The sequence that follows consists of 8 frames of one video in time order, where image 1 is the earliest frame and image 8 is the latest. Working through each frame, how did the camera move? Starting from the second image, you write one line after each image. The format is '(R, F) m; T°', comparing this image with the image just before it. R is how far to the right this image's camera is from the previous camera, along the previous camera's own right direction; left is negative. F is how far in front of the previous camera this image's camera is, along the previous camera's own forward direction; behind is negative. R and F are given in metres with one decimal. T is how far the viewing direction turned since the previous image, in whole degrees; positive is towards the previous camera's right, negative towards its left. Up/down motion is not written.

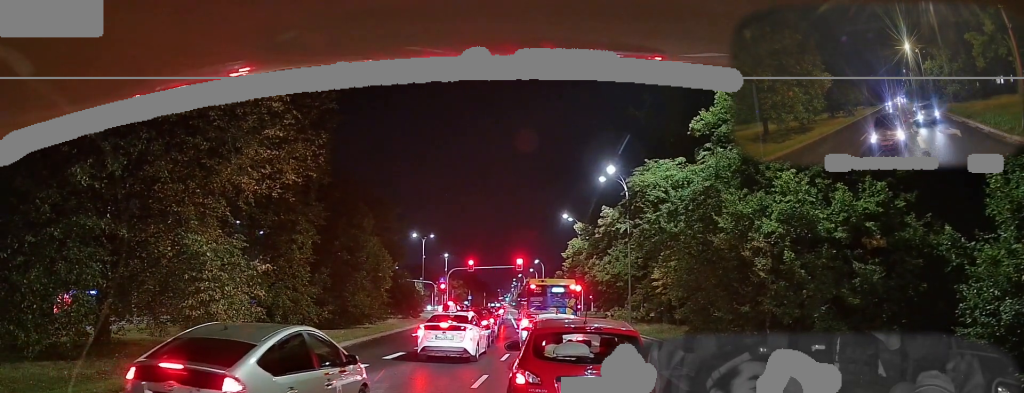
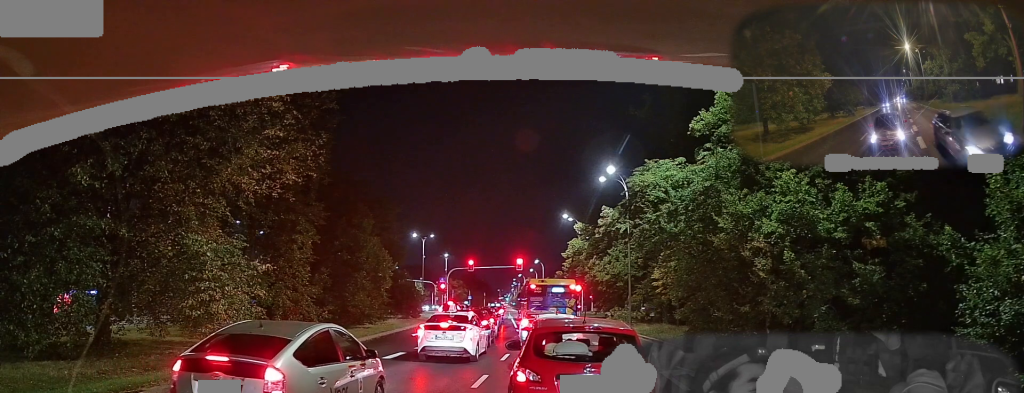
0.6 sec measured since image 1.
(0.0, 0.0) m; 0°
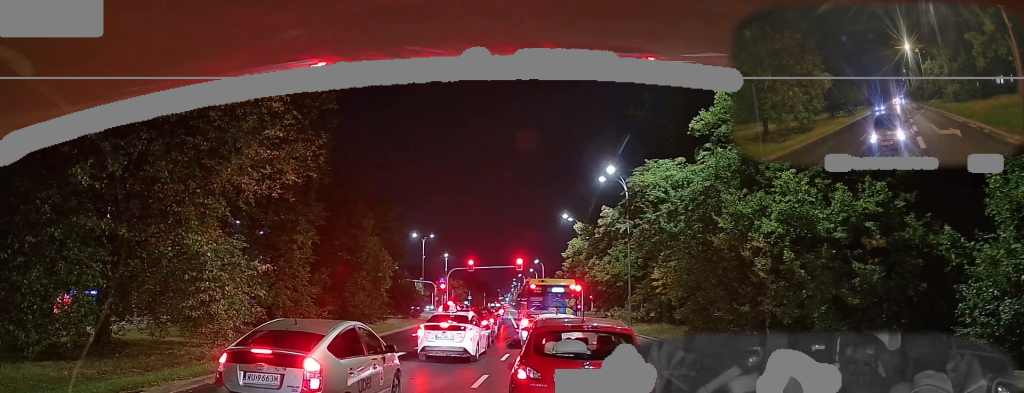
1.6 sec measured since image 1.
(0.0, 0.0) m; 0°
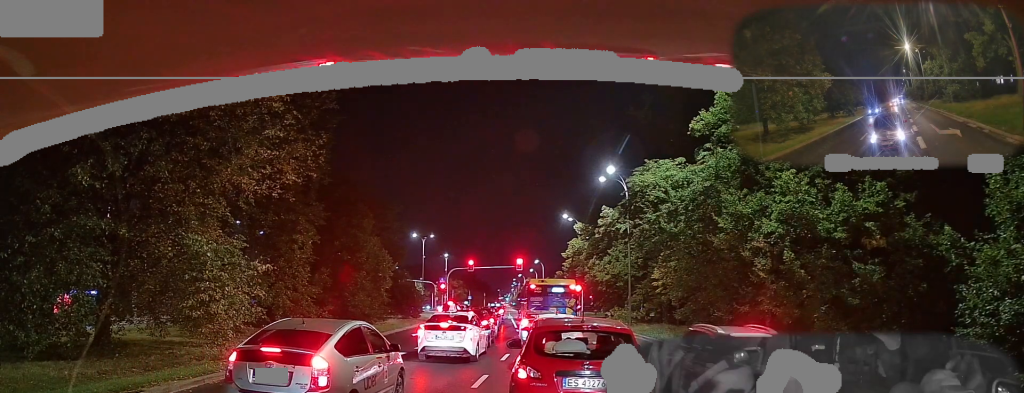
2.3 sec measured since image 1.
(0.0, 0.0) m; 0°
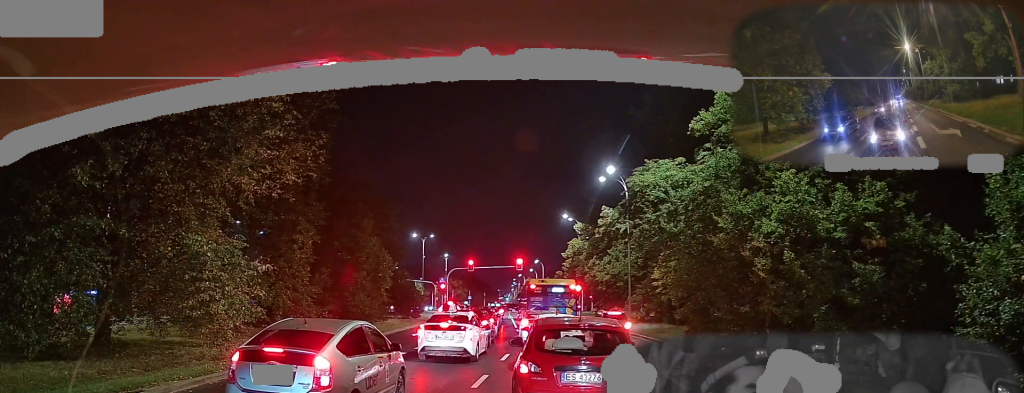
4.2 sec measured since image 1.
(0.0, 0.0) m; 0°
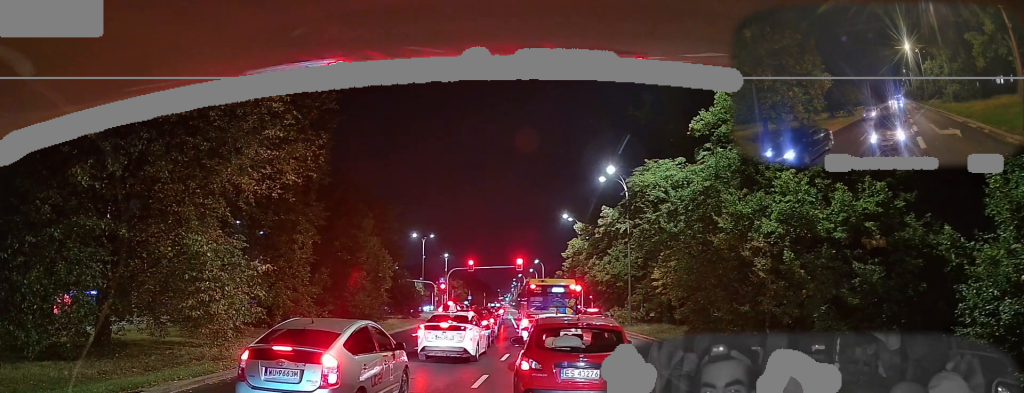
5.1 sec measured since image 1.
(0.0, 0.0) m; 0°
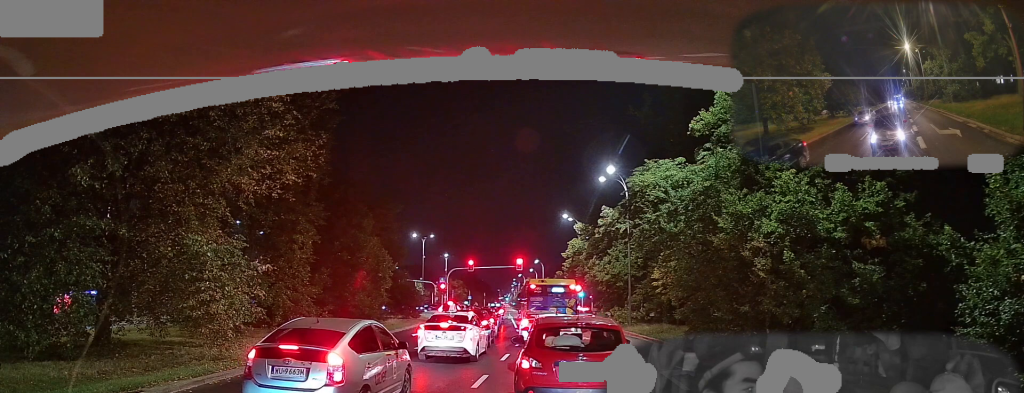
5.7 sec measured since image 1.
(0.0, 0.0) m; 0°
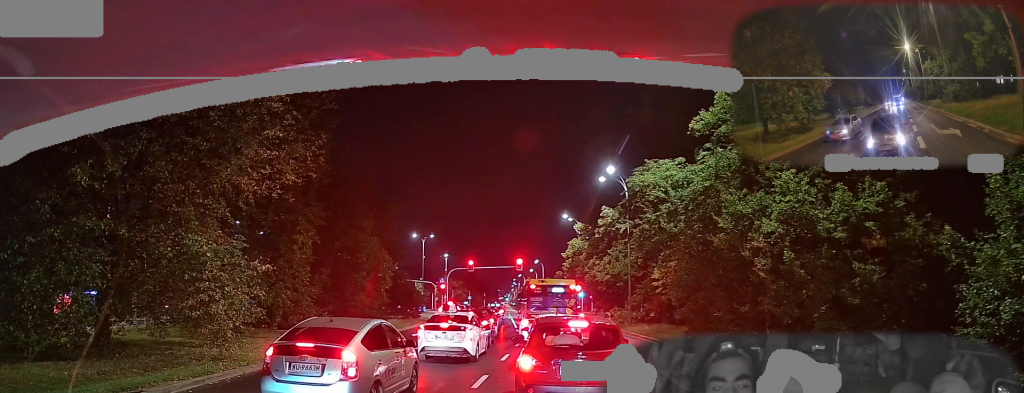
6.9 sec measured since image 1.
(0.0, 0.0) m; 0°
